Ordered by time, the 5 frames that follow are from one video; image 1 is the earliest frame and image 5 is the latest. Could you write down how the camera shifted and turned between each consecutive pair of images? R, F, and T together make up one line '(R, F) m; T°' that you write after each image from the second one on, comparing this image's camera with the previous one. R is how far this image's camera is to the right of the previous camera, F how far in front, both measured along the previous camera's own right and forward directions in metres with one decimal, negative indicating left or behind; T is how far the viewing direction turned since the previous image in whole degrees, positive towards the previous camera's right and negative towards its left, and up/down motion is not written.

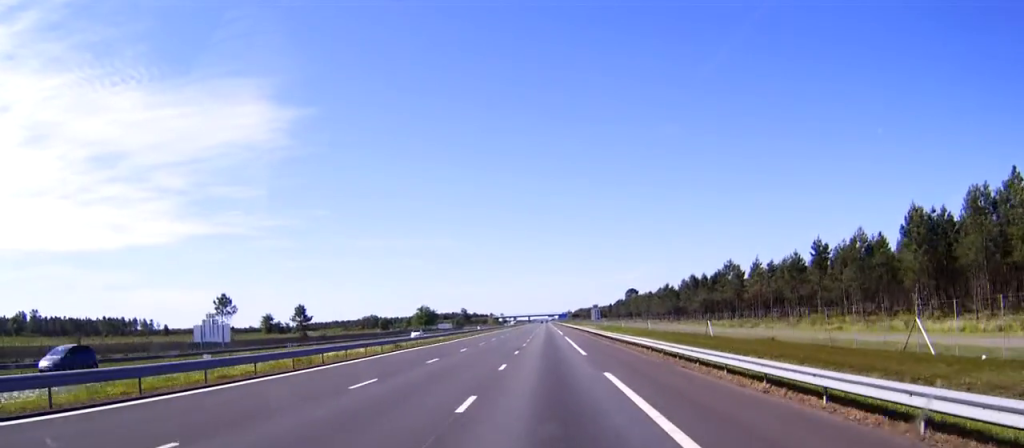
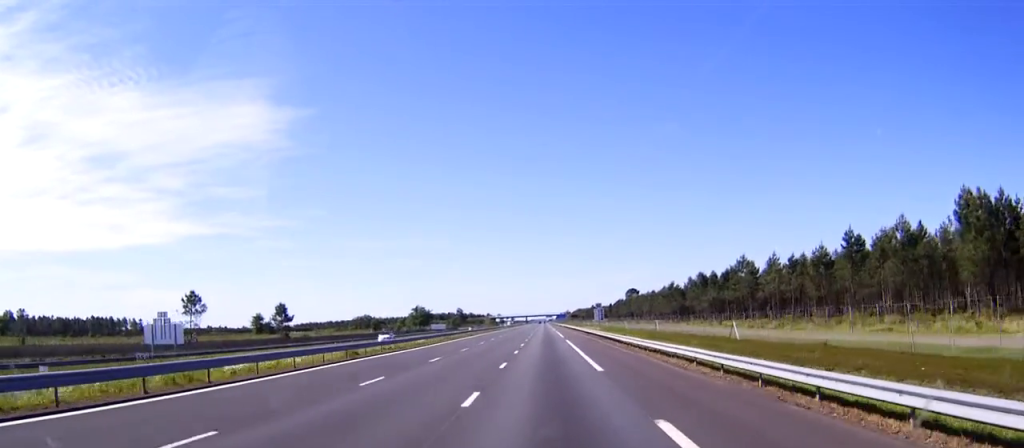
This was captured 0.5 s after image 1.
(0.0, +11.7) m; 0°
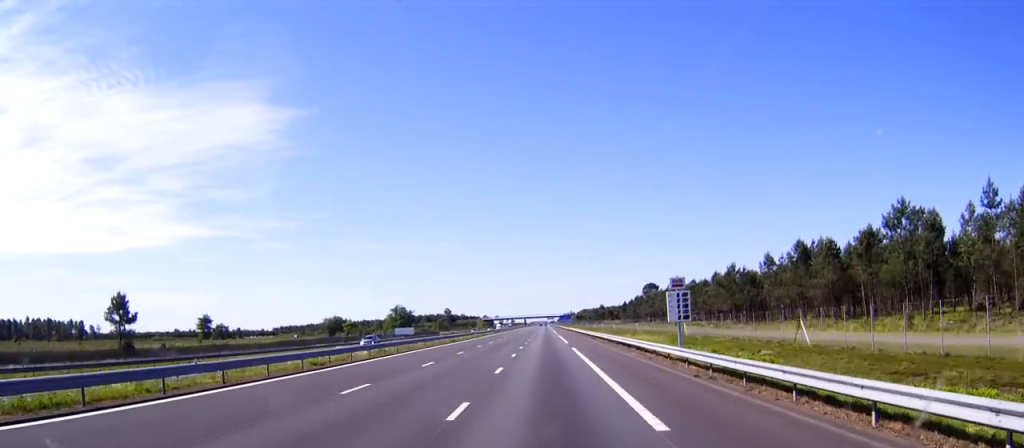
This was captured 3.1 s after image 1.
(+0.2, +67.0) m; 0°
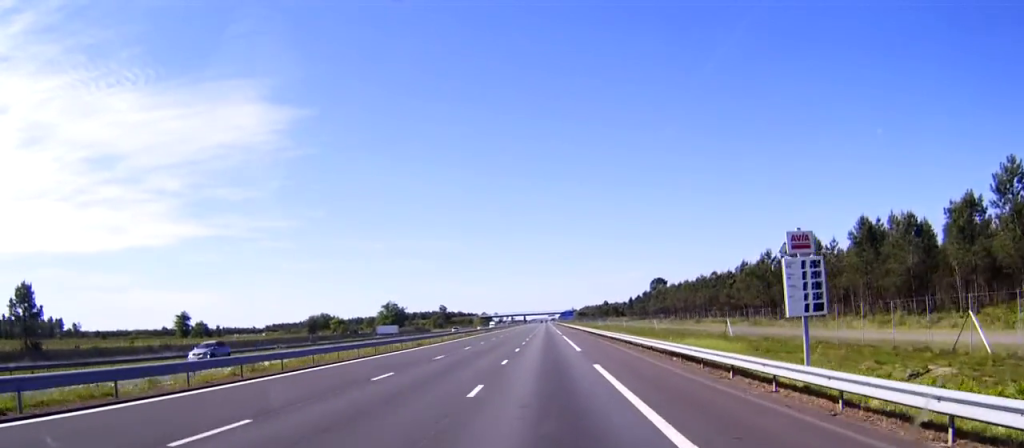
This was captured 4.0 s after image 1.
(0.0, +22.6) m; 0°
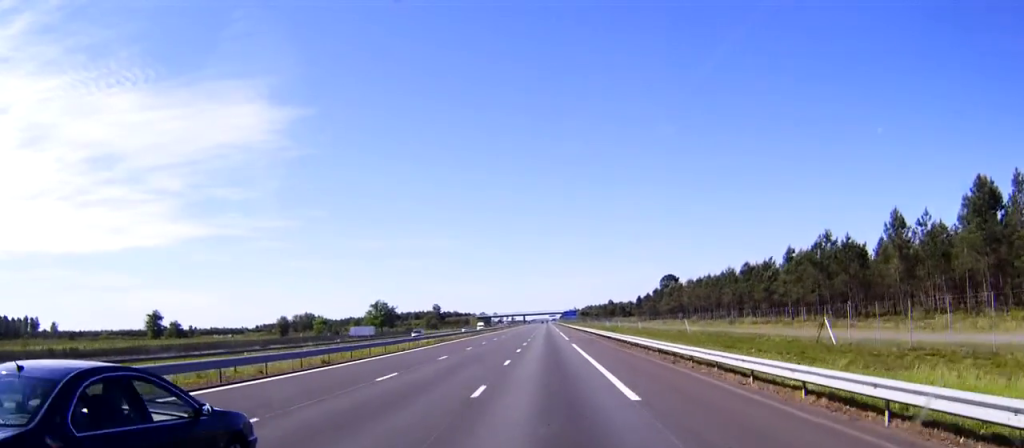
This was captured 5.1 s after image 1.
(0.0, +25.9) m; 0°
